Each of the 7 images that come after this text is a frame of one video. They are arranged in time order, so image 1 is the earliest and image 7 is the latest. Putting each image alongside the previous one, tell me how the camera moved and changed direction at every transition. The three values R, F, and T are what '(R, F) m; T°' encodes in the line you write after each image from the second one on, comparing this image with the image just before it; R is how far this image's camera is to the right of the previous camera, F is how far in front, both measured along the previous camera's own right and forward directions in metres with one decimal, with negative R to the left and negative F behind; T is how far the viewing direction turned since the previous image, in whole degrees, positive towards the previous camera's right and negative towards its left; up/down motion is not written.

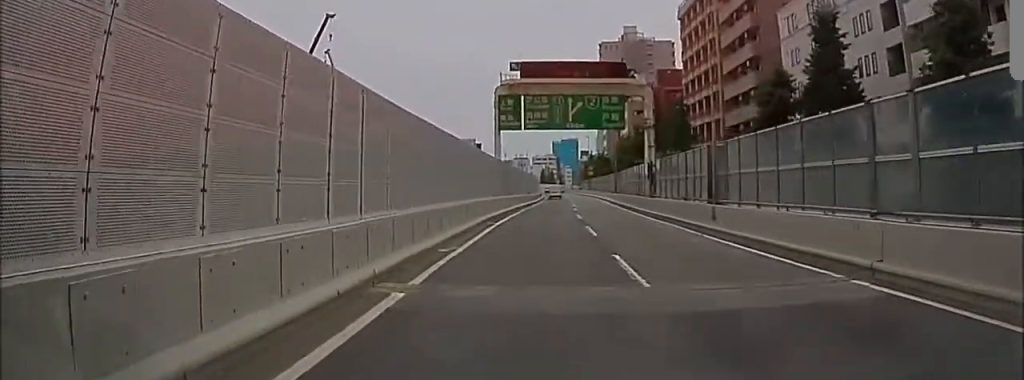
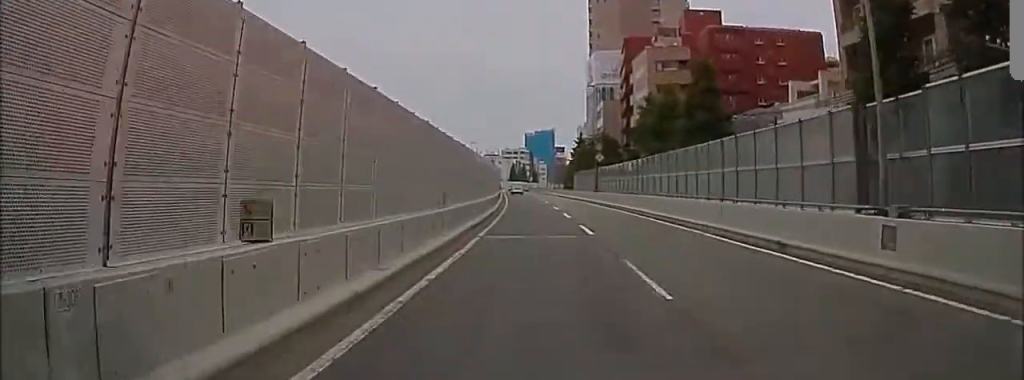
(+7.0, +49.8) m; +16°
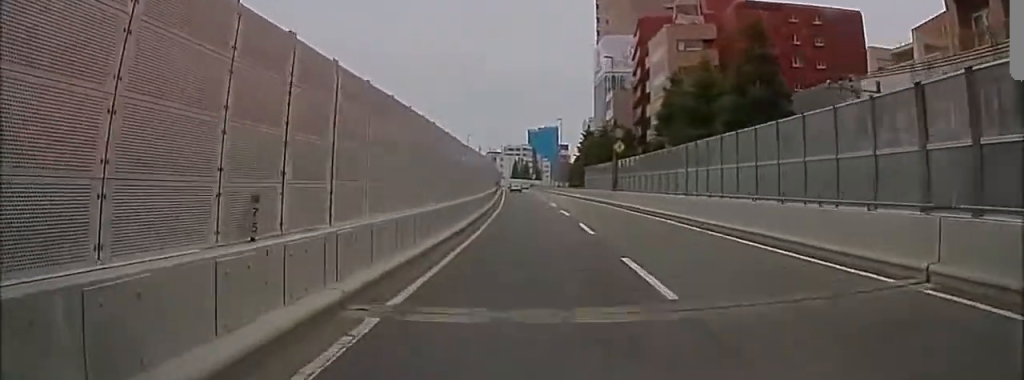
(+0.7, +10.4) m; -1°
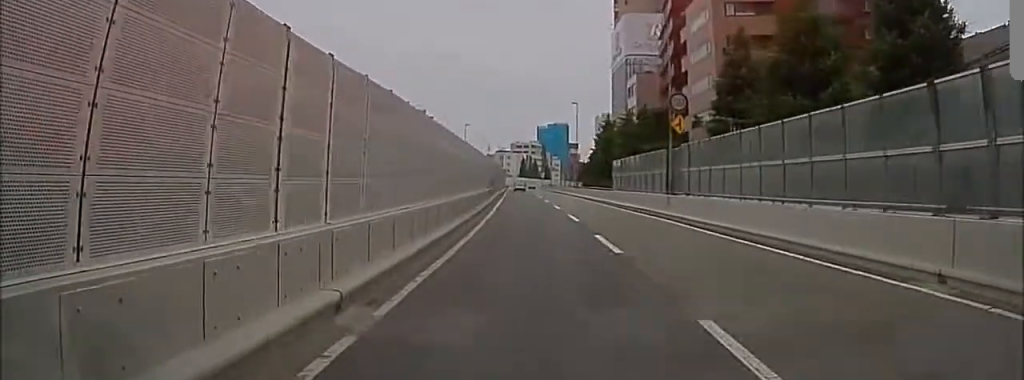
(-1.3, +14.8) m; -9°
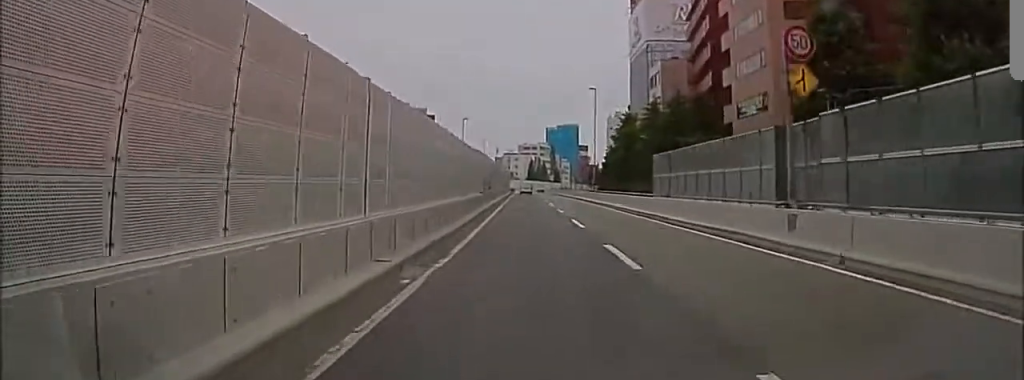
(-0.8, +11.4) m; -3°
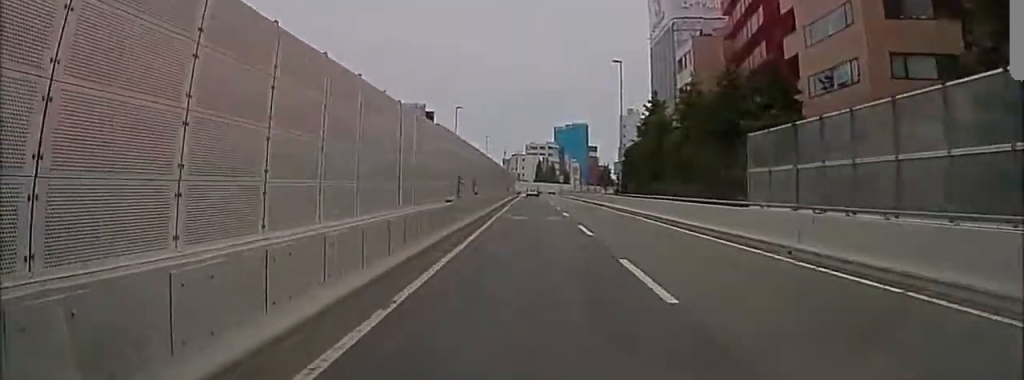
(-0.5, +13.0) m; -2°
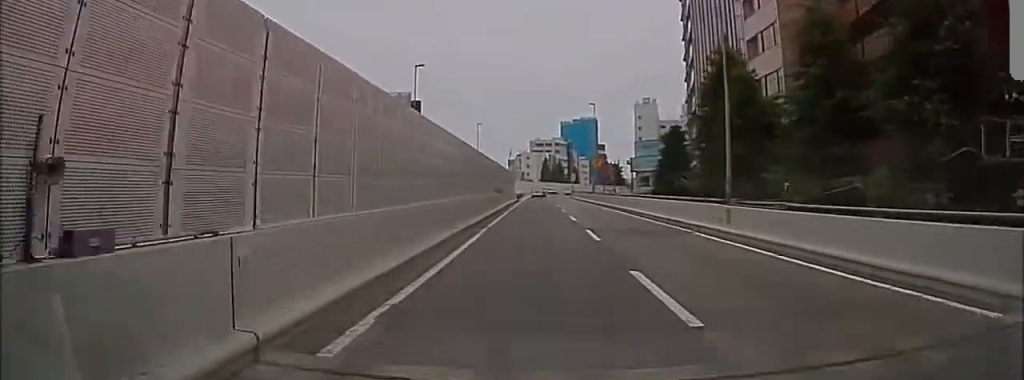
(+0.1, +22.7) m; +1°
